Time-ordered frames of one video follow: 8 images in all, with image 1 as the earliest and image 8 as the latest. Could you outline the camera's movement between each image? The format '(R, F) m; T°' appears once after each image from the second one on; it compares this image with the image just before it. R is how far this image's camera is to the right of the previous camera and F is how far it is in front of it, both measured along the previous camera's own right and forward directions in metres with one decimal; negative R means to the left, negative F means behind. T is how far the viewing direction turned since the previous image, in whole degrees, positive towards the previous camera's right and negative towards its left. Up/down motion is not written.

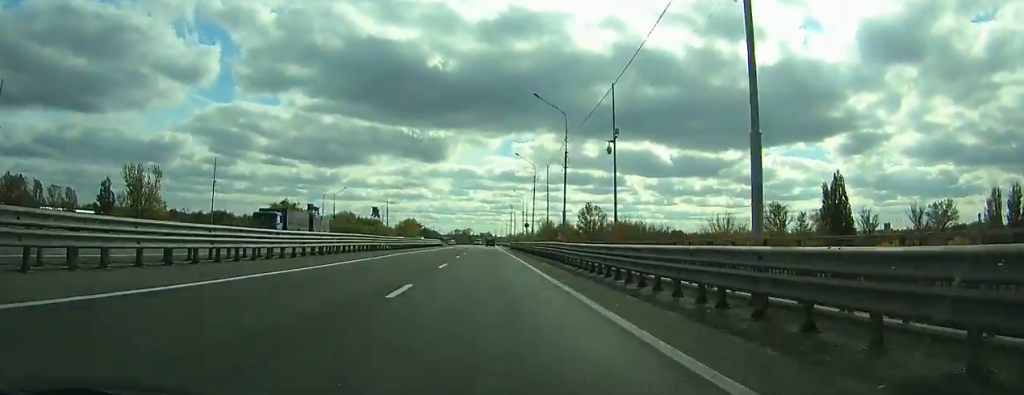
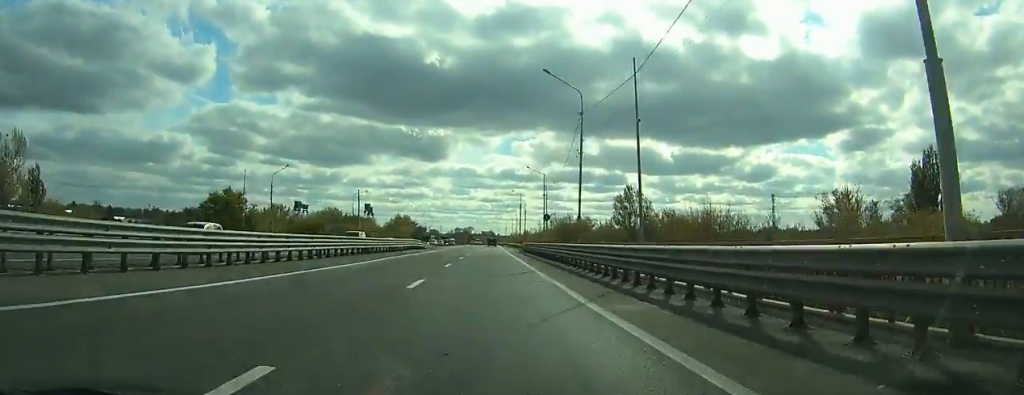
(+0.1, +33.2) m; +1°
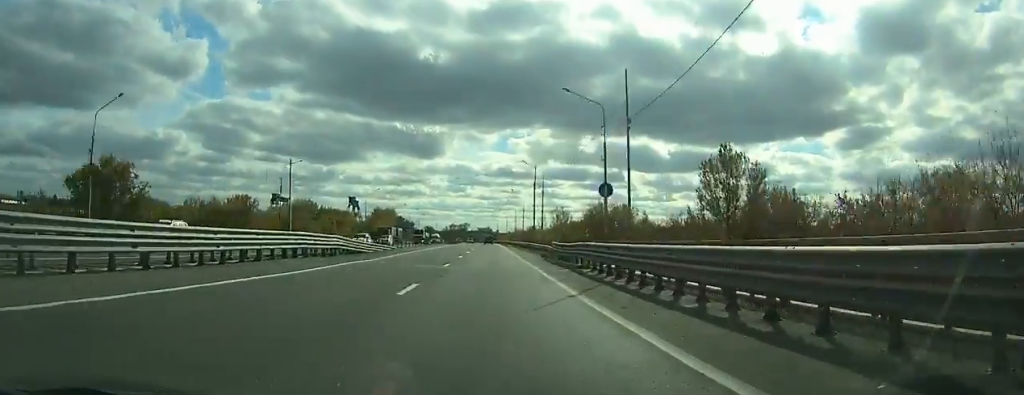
(+0.2, +37.6) m; 0°
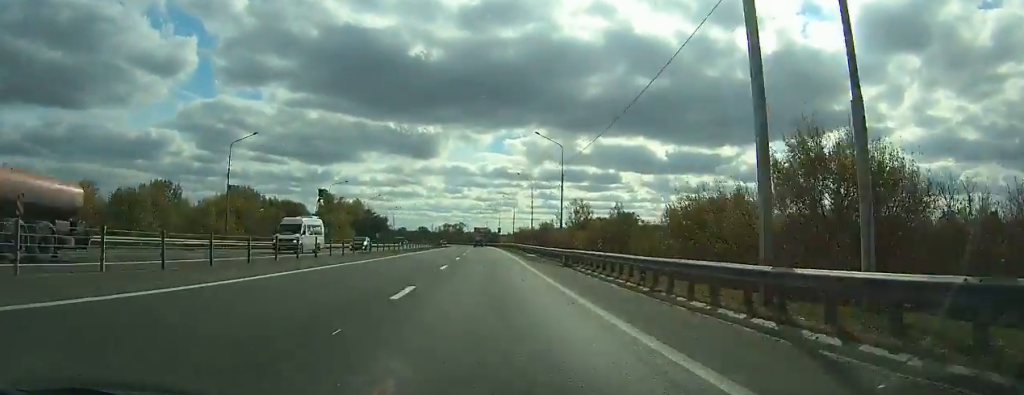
(+0.2, +60.0) m; 0°
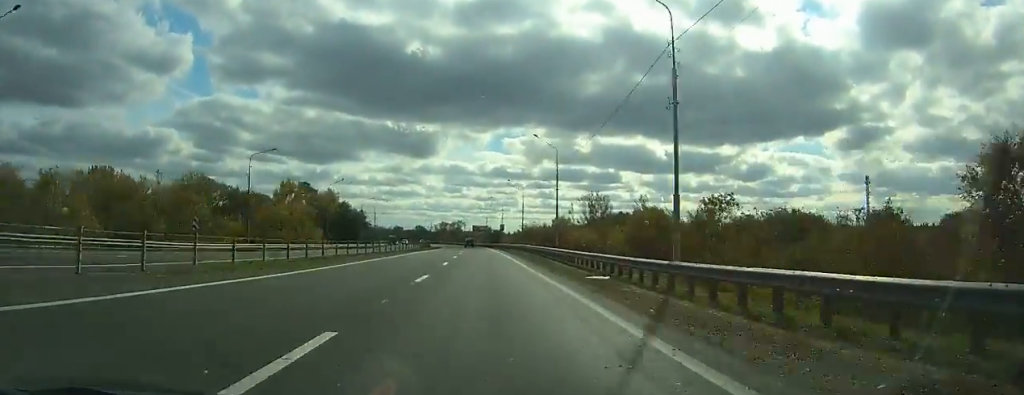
(+0.1, +31.2) m; 0°
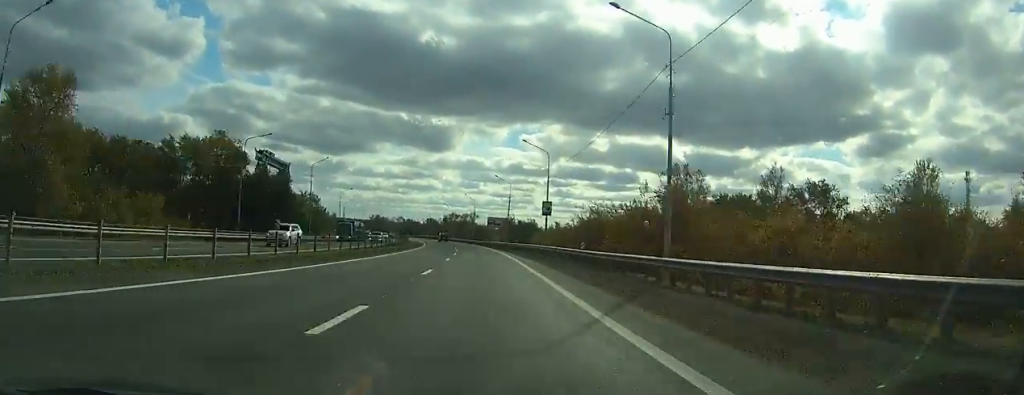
(-0.4, +69.7) m; -1°
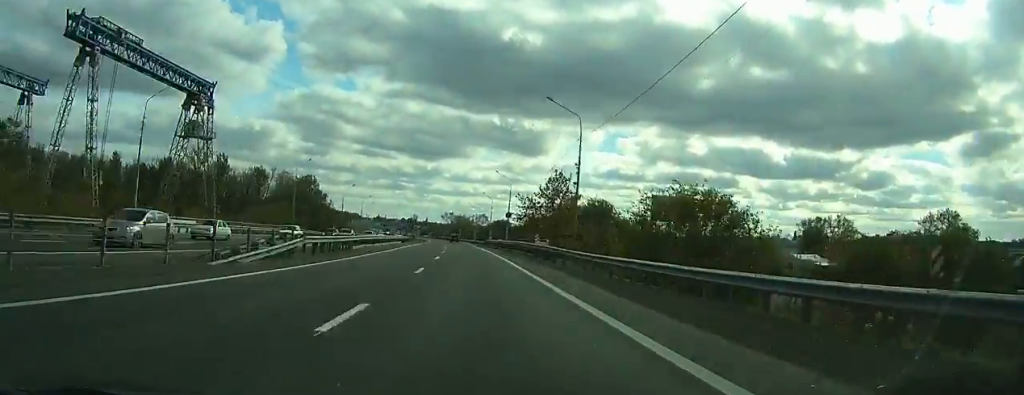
(-7.3, +130.3) m; -8°
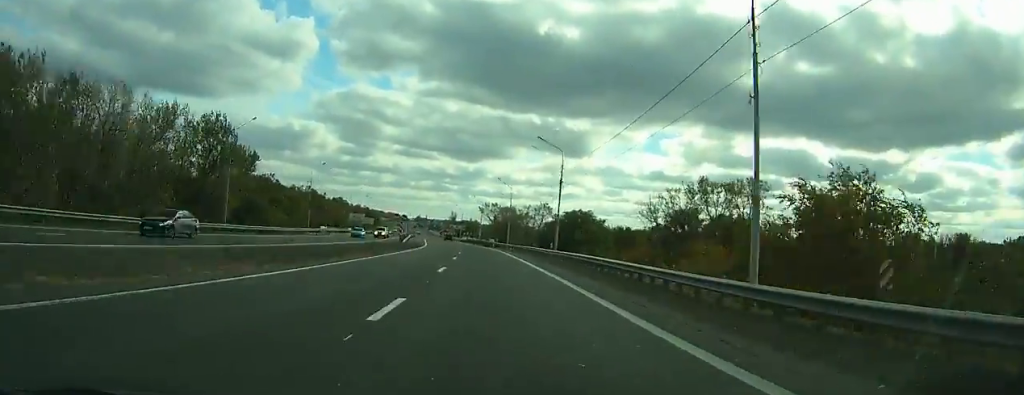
(-6.7, +104.3) m; -6°
